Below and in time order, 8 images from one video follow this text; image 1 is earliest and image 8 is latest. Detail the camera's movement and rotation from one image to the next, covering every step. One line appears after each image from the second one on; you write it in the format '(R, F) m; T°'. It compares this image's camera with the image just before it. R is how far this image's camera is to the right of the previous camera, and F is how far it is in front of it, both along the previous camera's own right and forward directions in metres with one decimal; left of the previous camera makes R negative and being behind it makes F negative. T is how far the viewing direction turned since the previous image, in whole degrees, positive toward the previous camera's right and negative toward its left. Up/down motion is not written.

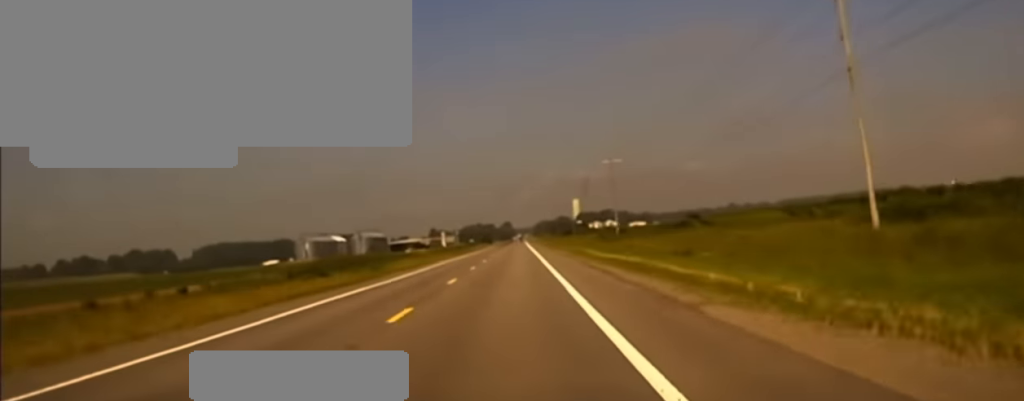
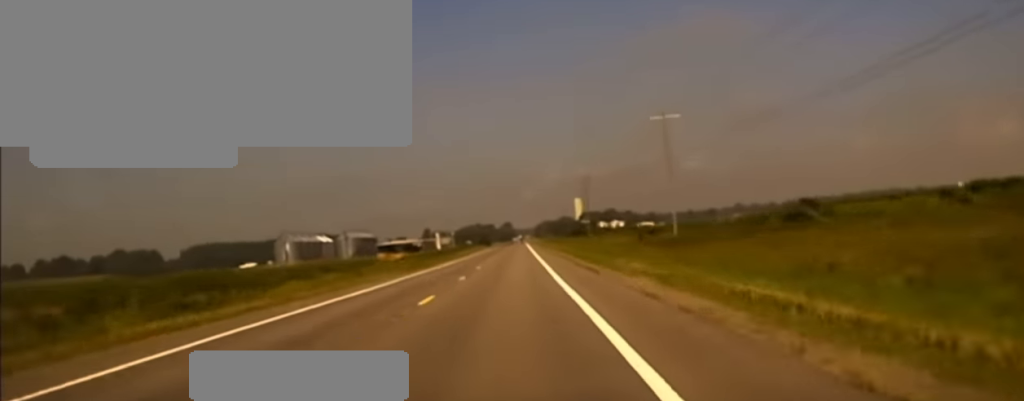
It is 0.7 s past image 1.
(-0.1, +57.7) m; 0°
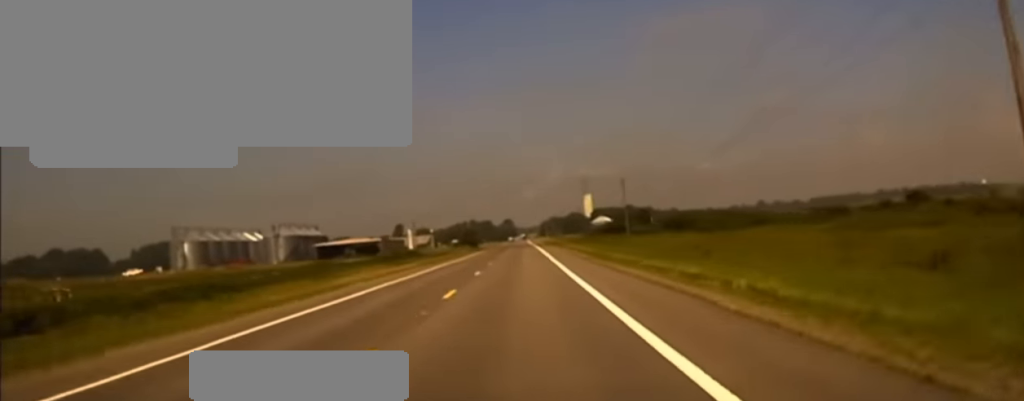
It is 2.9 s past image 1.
(+0.8, +163.7) m; 0°
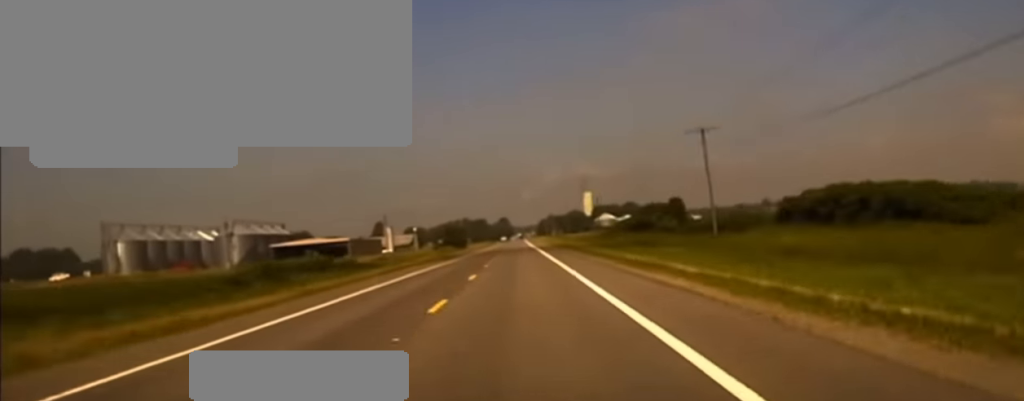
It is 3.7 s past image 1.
(0.0, +46.3) m; 0°
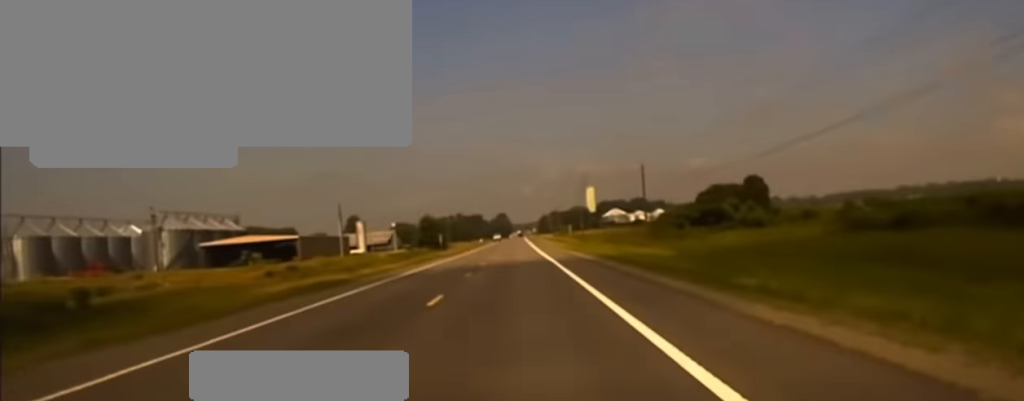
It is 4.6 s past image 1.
(0.0, +45.2) m; 0°
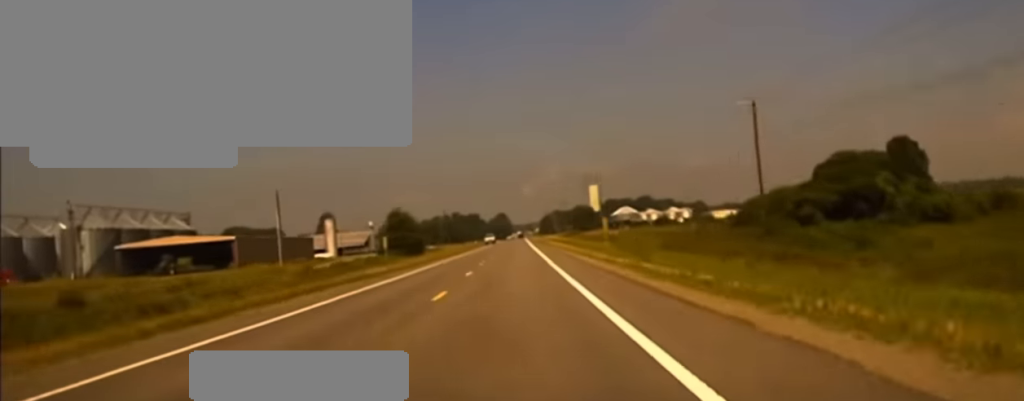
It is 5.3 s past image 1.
(0.0, +35.3) m; 0°
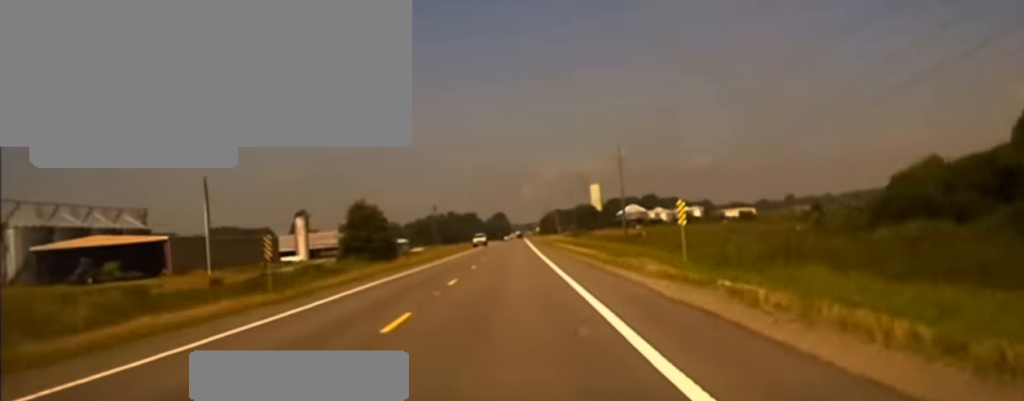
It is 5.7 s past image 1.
(0.0, +23.7) m; 0°
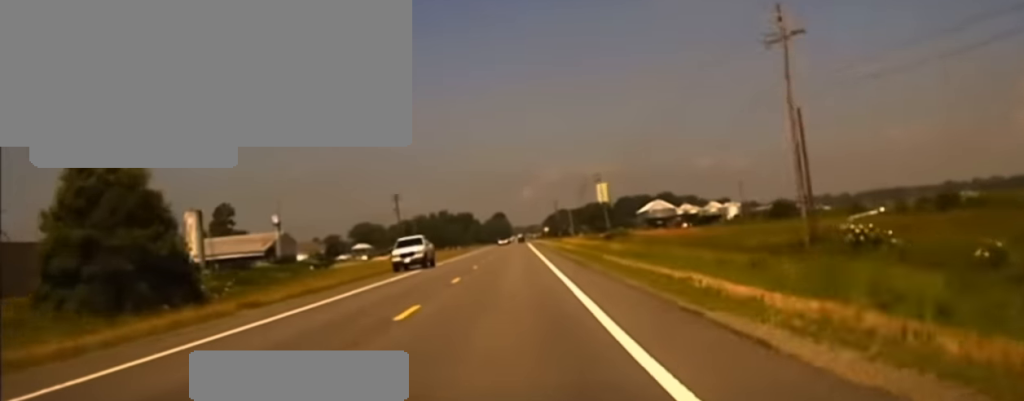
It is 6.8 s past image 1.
(-0.1, +66.7) m; 0°
